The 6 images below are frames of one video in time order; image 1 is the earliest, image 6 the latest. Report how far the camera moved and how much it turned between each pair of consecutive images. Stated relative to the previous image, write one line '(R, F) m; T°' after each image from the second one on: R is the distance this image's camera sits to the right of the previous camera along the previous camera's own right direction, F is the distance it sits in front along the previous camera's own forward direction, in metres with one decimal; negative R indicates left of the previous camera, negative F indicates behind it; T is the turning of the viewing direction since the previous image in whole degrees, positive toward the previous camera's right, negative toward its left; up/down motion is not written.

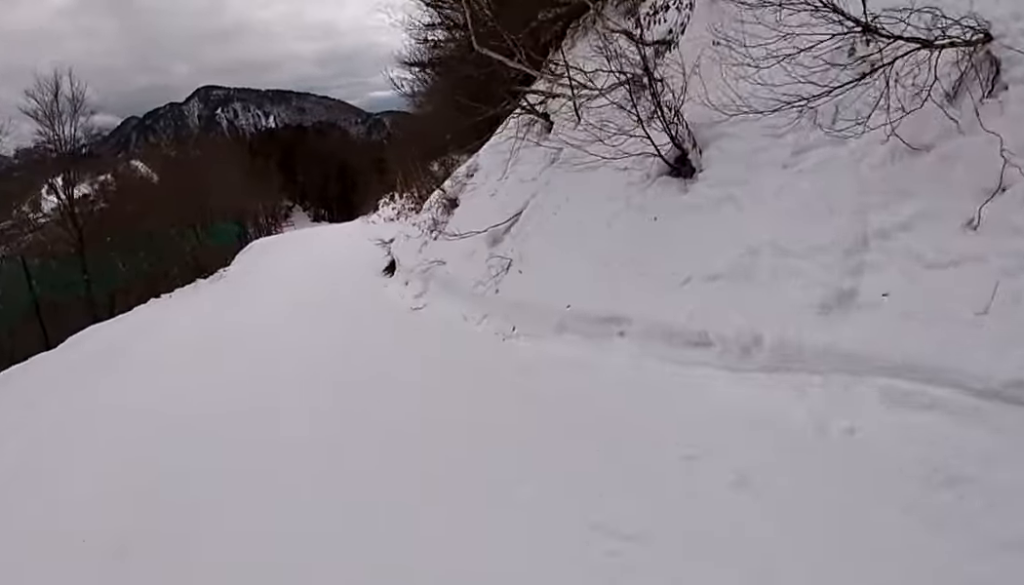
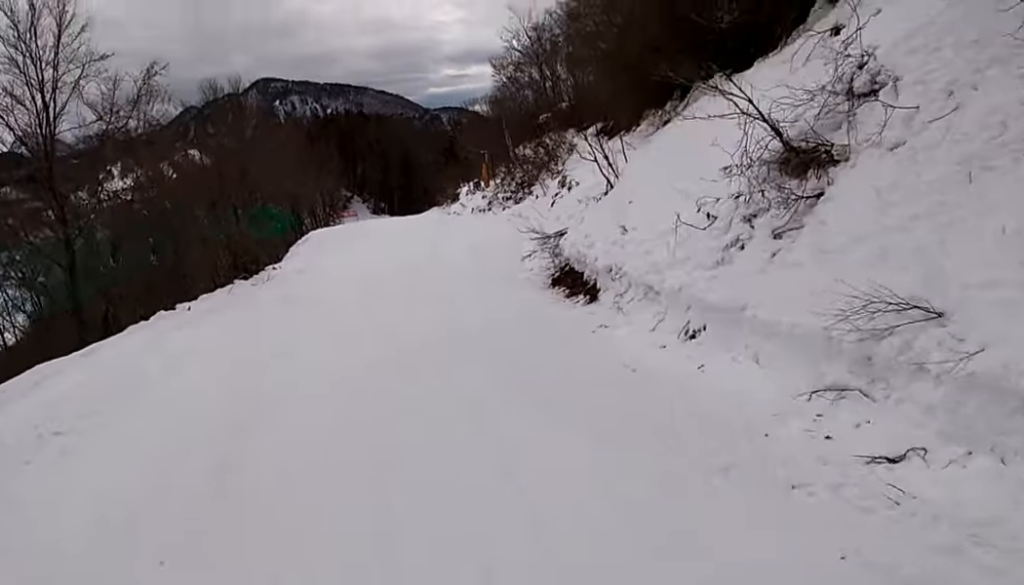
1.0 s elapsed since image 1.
(0.0, +7.8) m; +4°
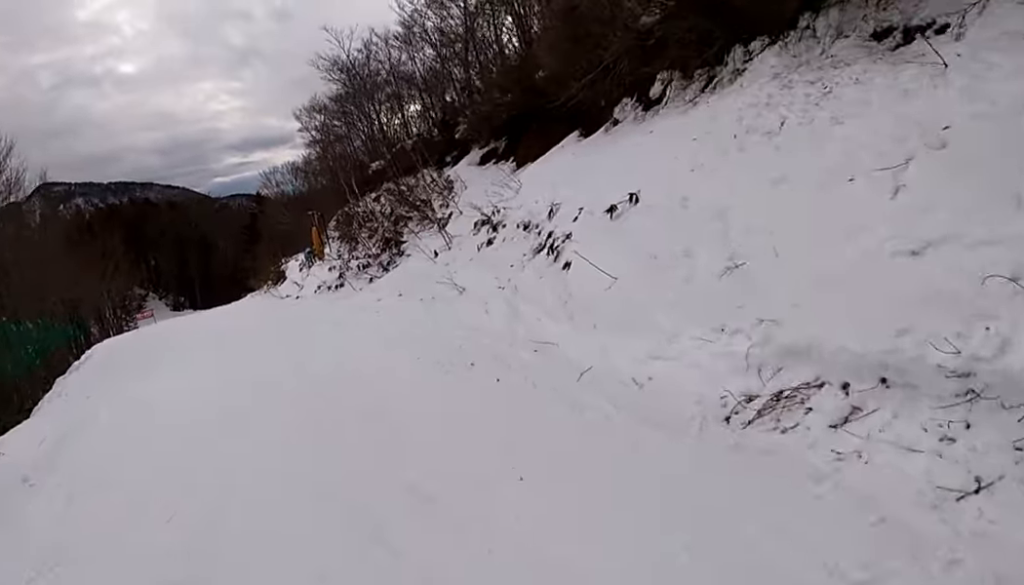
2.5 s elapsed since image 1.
(+1.1, +10.3) m; +4°
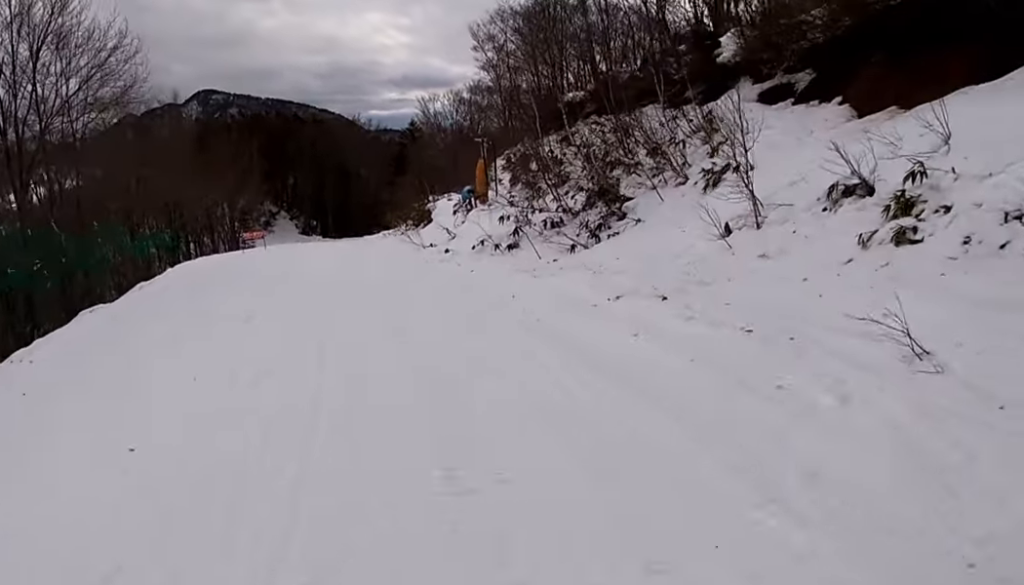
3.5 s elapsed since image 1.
(-1.0, +7.6) m; -8°
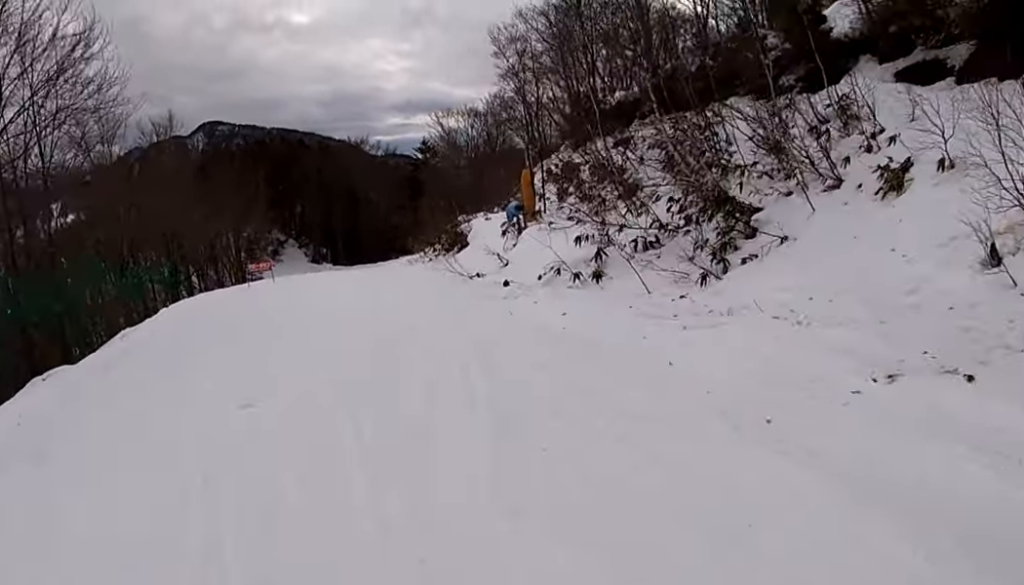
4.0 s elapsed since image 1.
(0.0, +3.8) m; +4°
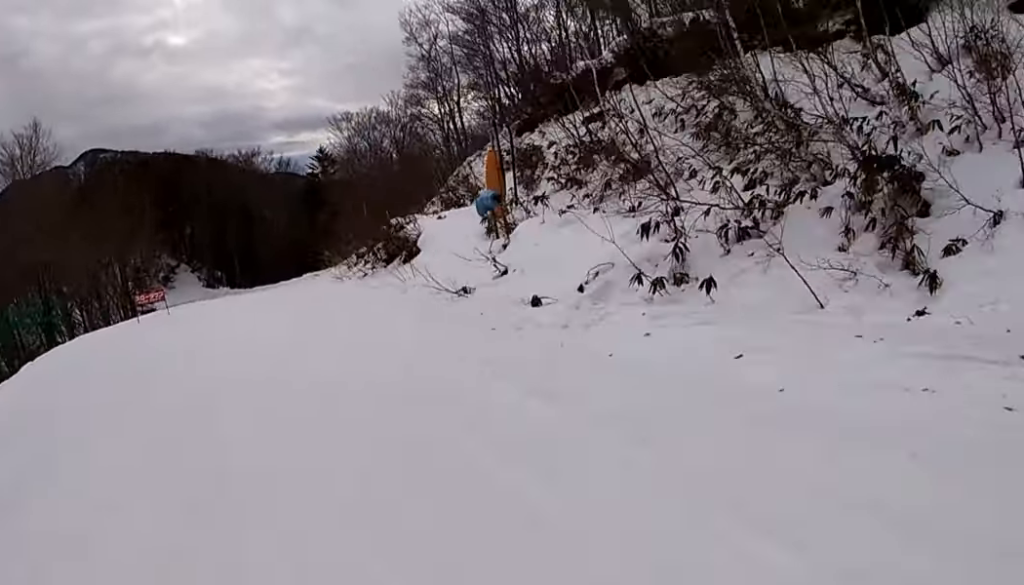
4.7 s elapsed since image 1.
(+0.1, +4.6) m; +4°
